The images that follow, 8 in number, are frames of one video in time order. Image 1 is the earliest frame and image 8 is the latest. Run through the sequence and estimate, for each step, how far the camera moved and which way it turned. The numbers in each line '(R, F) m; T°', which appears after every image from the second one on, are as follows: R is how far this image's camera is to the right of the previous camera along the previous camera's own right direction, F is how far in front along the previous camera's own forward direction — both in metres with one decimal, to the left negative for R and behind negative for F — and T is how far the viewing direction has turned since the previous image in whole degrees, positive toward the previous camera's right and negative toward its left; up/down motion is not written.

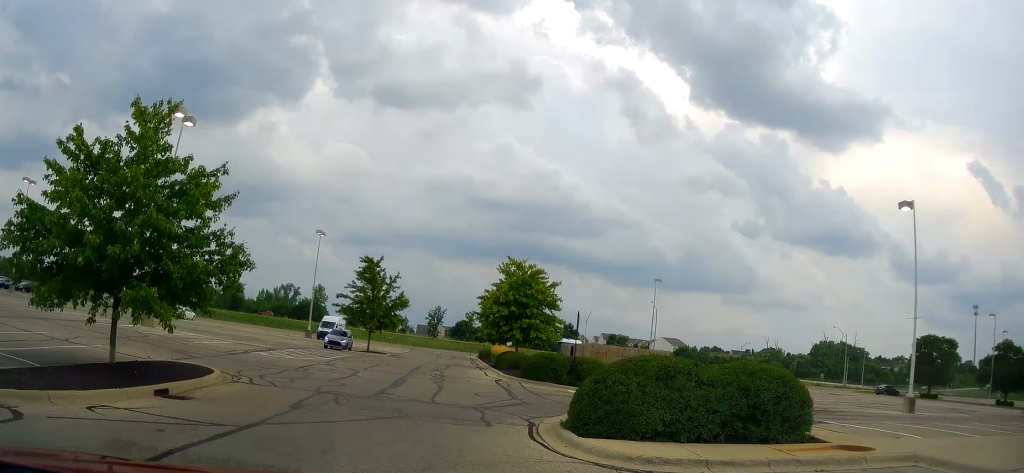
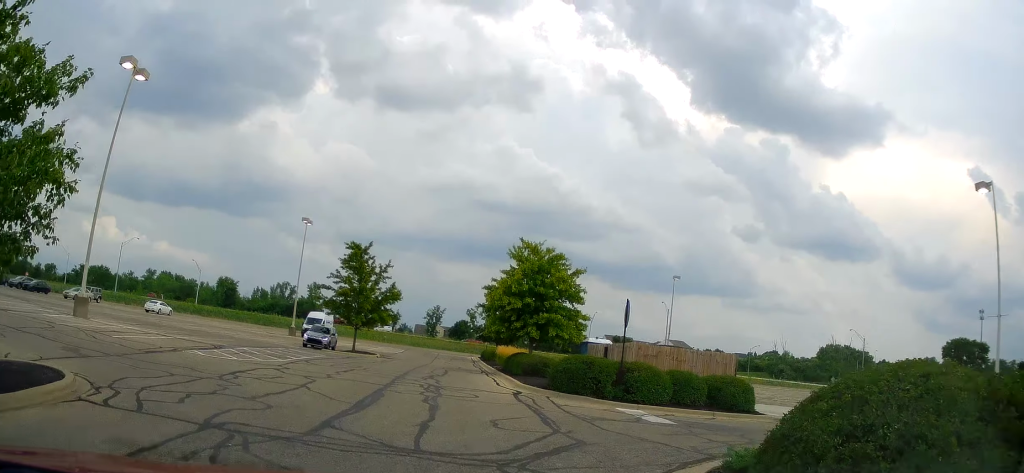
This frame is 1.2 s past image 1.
(-0.2, +6.9) m; -1°
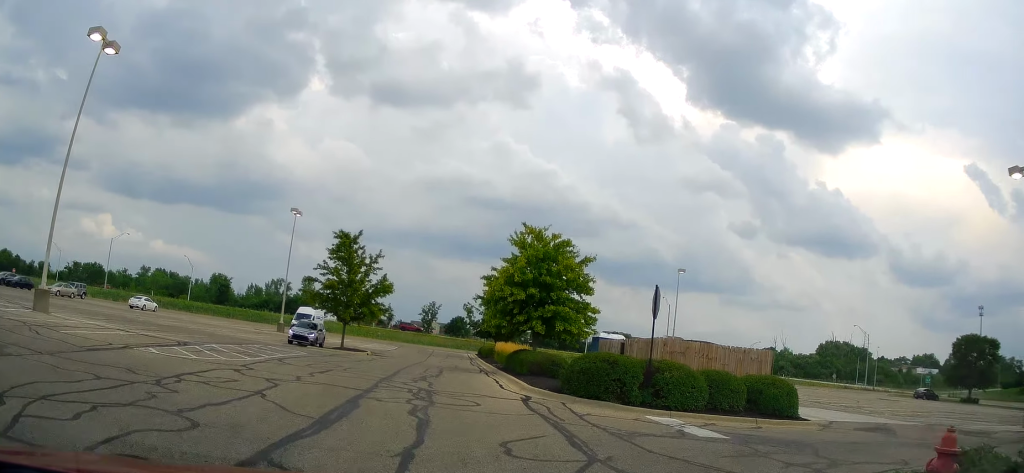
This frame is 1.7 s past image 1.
(0.0, +3.0) m; +2°
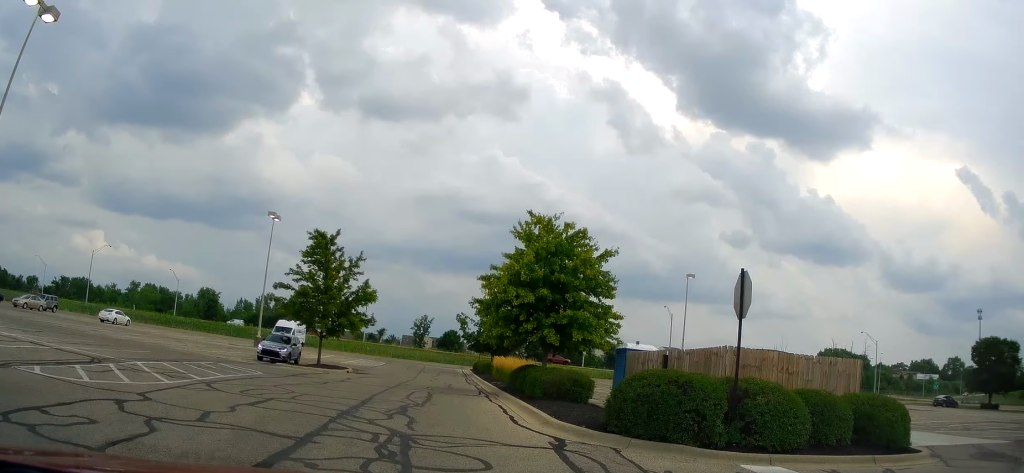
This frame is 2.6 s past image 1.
(+0.2, +5.2) m; +2°
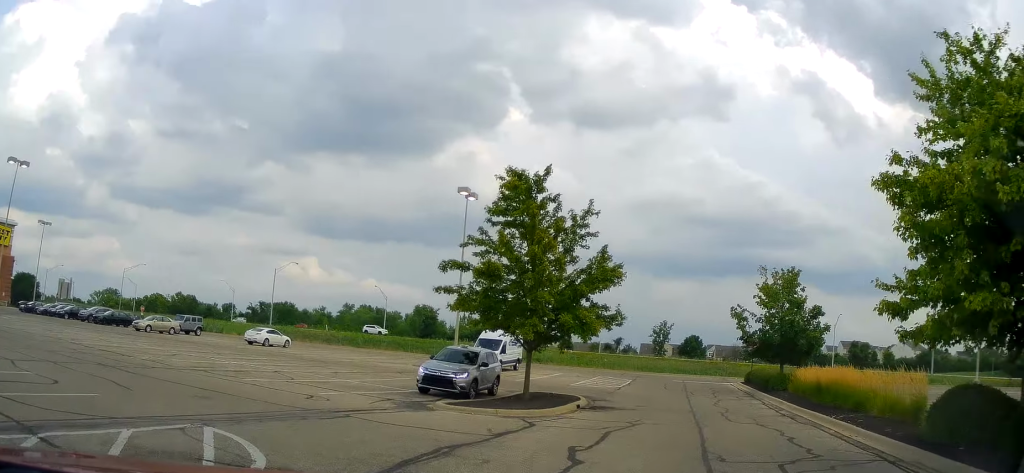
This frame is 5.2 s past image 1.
(-0.6, +15.5) m; -8°
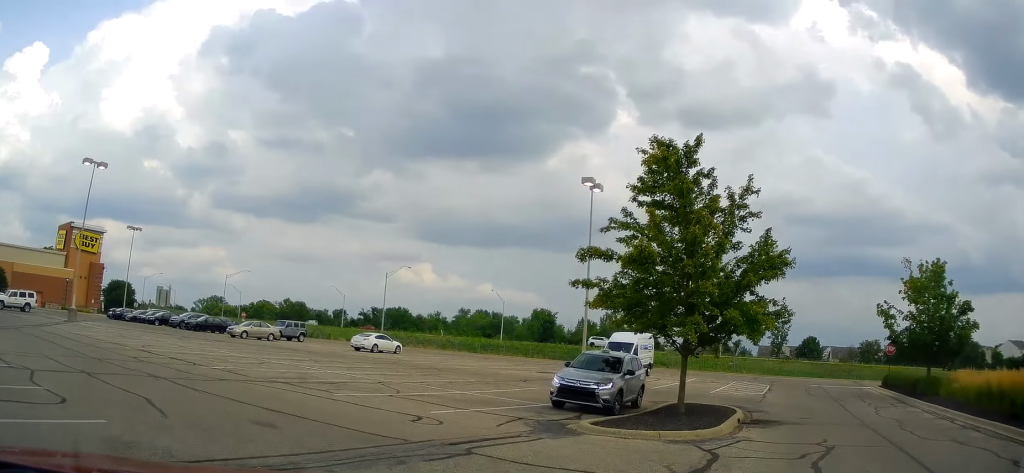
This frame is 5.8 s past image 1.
(-0.2, +3.7) m; -11°
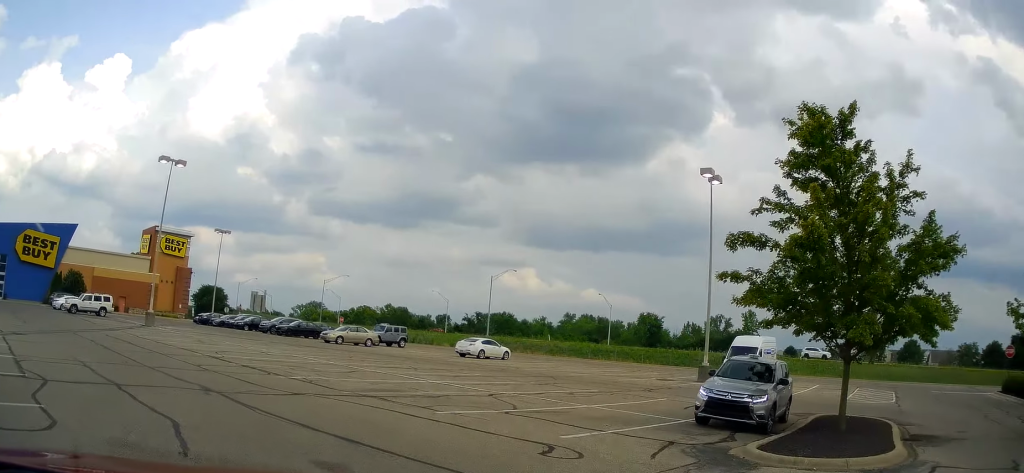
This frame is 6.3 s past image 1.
(-0.1, +3.0) m; -10°
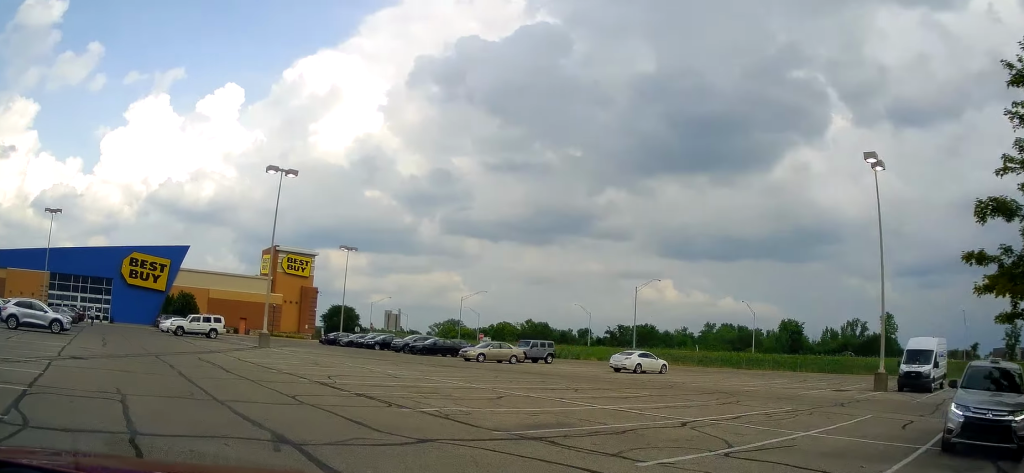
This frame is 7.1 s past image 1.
(-0.8, +4.3) m; -14°
